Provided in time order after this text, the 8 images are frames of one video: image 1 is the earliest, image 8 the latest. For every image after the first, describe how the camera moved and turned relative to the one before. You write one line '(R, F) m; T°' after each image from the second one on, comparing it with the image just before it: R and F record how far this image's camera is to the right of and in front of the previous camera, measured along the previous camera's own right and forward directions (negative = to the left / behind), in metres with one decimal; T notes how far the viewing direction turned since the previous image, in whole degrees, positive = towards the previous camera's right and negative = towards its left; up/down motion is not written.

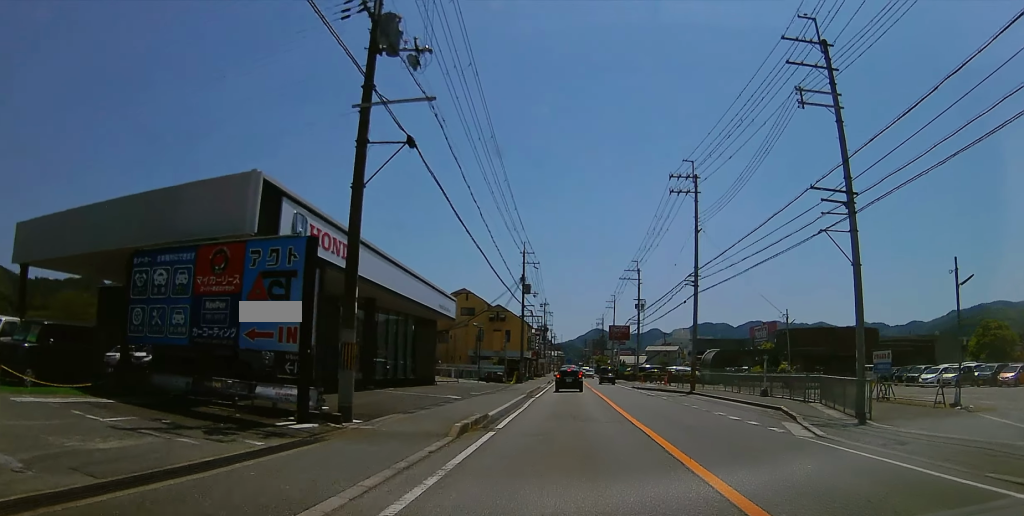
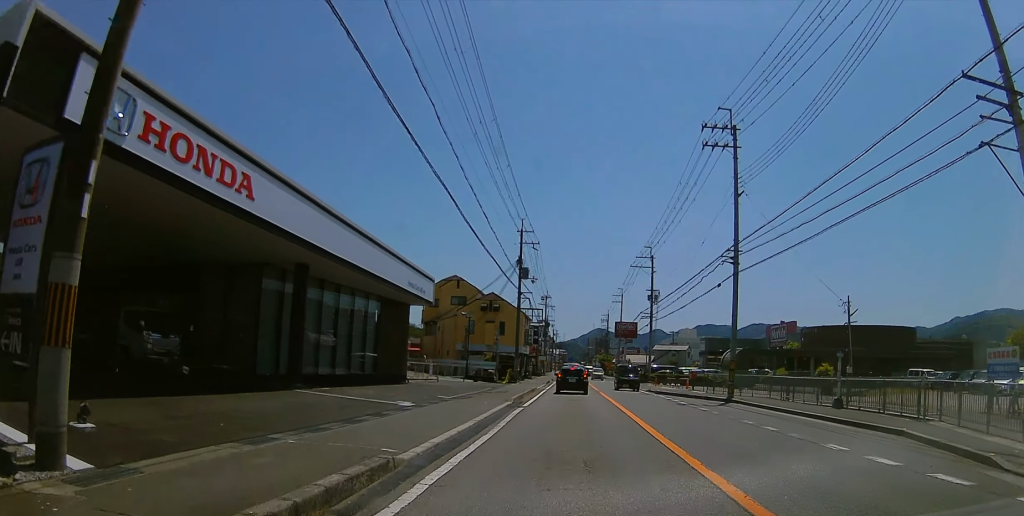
(+0.5, +8.7) m; +5°
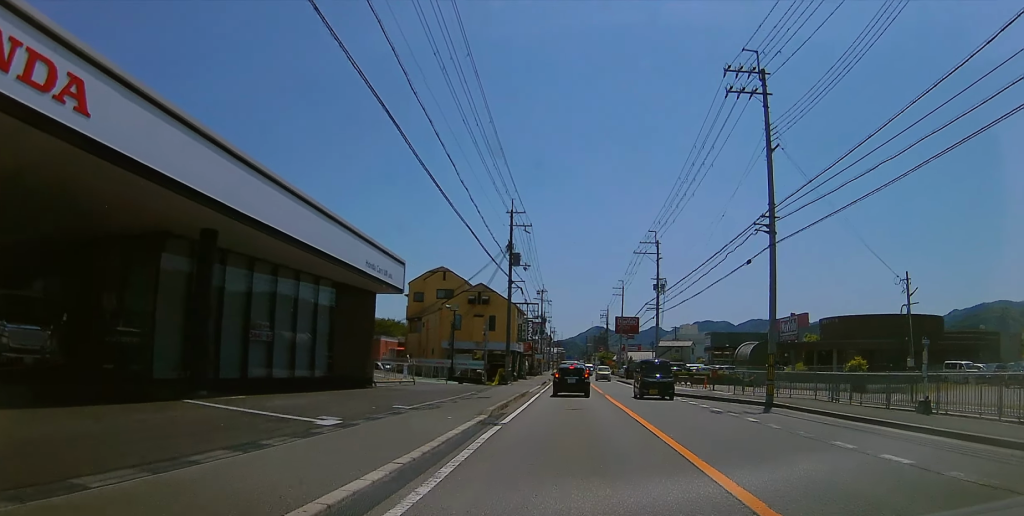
(+0.5, +6.3) m; +1°
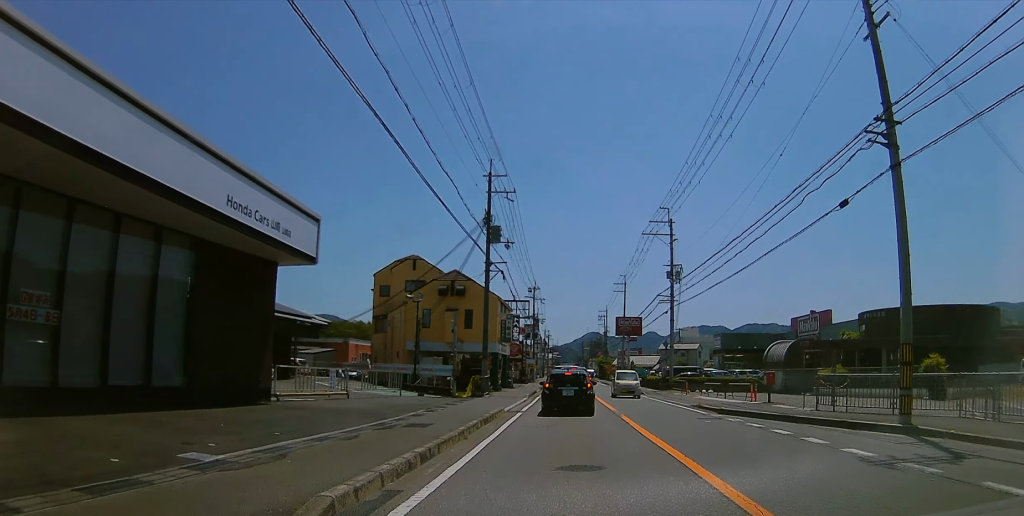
(-0.9, +11.7) m; -4°
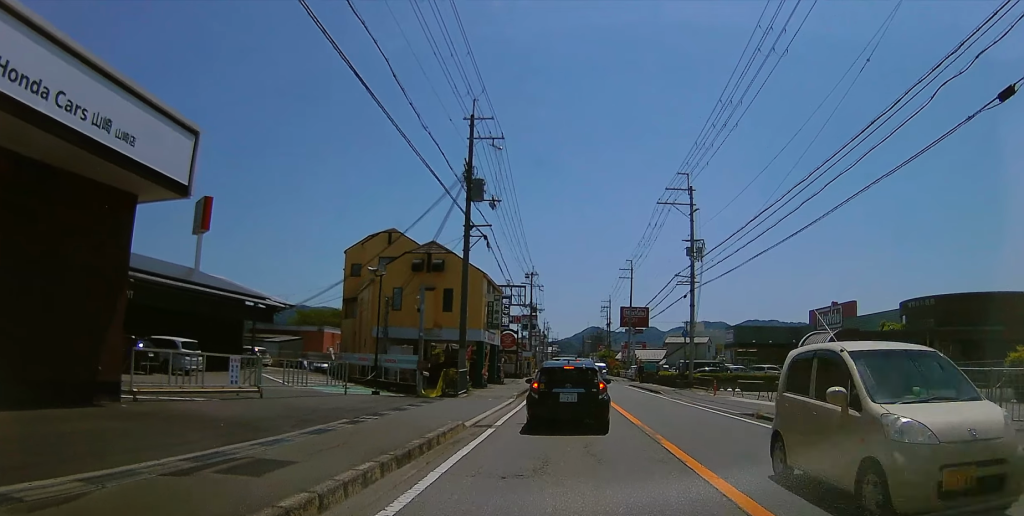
(0.0, +9.5) m; 0°
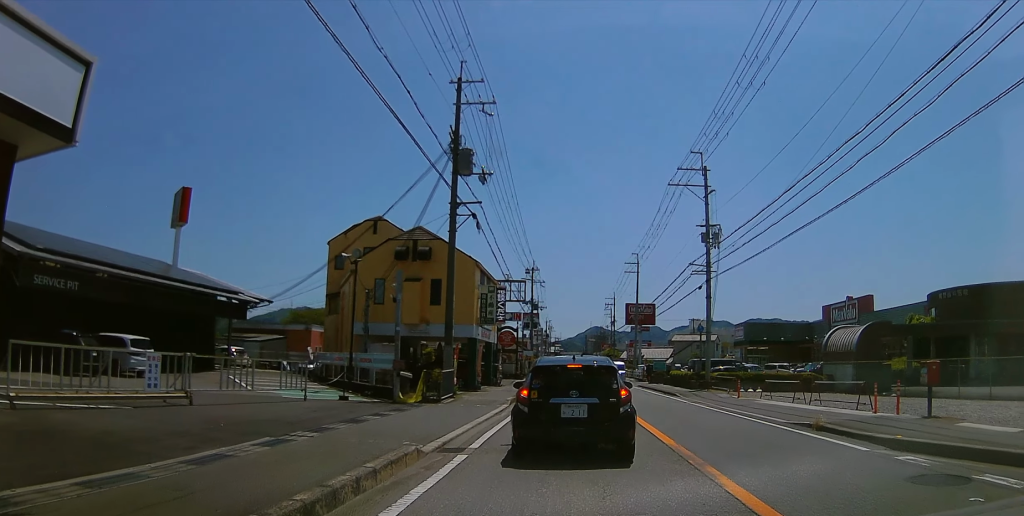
(0.0, +4.8) m; -1°
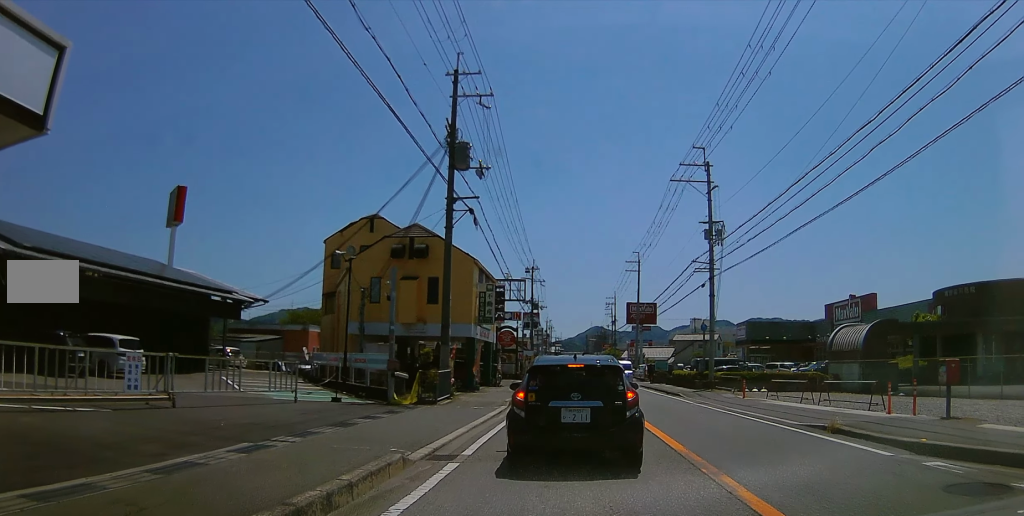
(0.0, +1.2) m; -1°
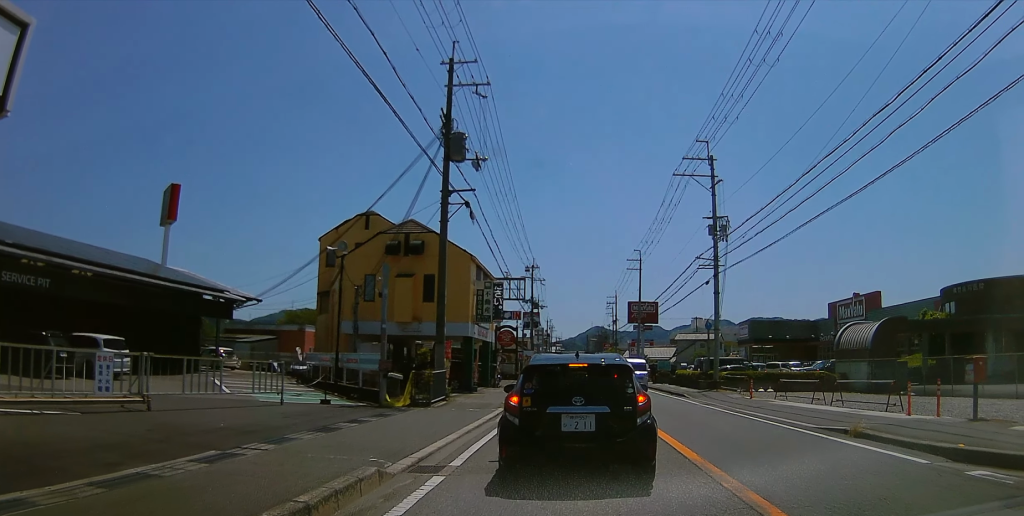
(-0.1, +1.3) m; 0°
